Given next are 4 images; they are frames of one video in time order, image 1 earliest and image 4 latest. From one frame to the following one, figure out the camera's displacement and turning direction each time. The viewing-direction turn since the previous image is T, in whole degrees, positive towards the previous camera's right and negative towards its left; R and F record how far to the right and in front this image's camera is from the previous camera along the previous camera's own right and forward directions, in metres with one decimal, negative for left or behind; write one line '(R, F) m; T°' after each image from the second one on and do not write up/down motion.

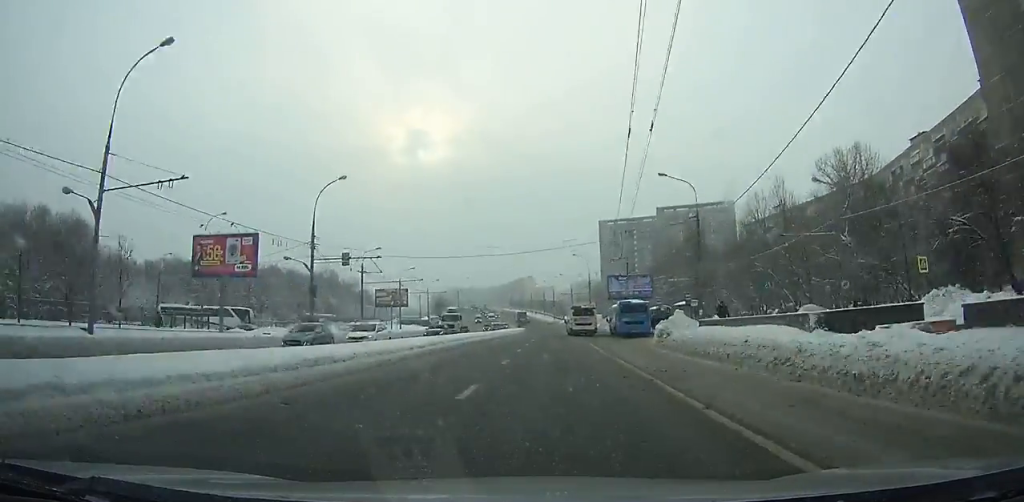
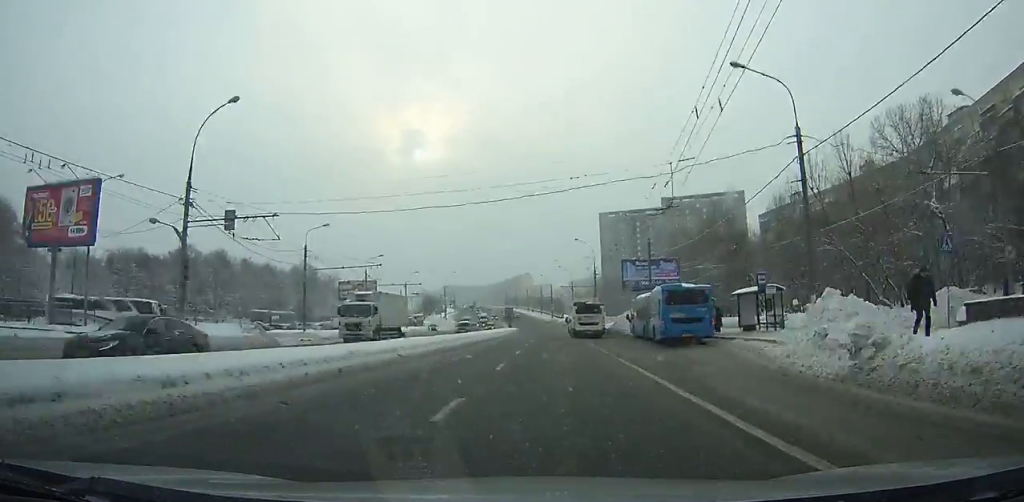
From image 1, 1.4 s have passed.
(+0.1, +18.6) m; 0°
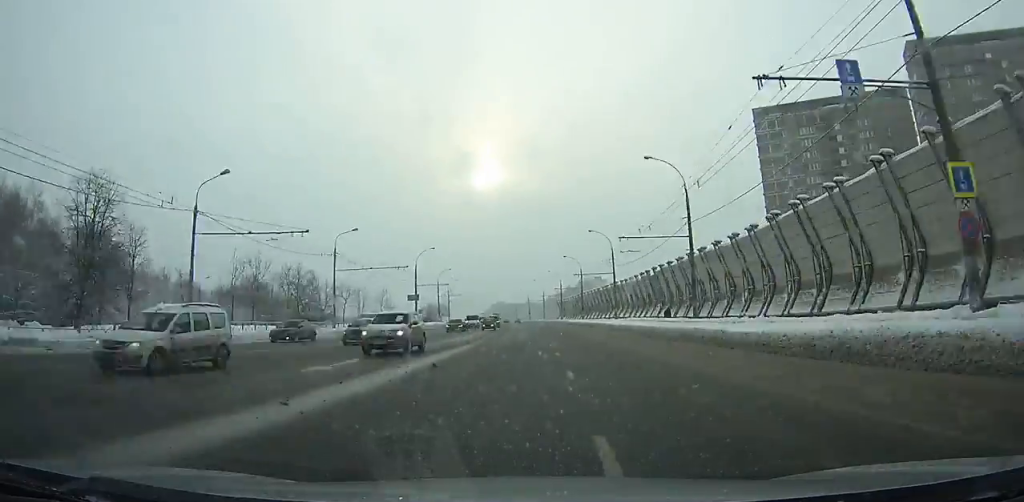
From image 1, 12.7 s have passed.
(-10.0, +156.5) m; -7°
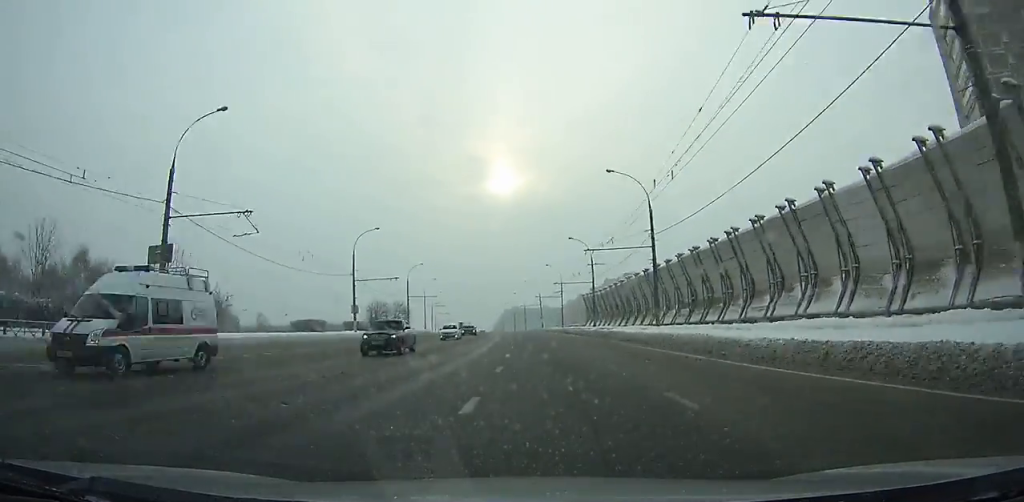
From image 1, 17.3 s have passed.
(-0.9, +65.9) m; -3°
